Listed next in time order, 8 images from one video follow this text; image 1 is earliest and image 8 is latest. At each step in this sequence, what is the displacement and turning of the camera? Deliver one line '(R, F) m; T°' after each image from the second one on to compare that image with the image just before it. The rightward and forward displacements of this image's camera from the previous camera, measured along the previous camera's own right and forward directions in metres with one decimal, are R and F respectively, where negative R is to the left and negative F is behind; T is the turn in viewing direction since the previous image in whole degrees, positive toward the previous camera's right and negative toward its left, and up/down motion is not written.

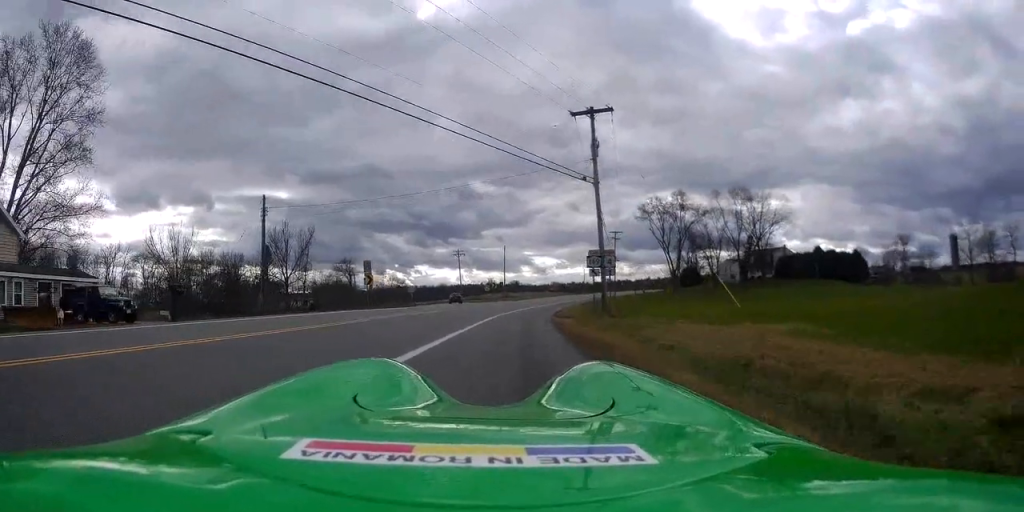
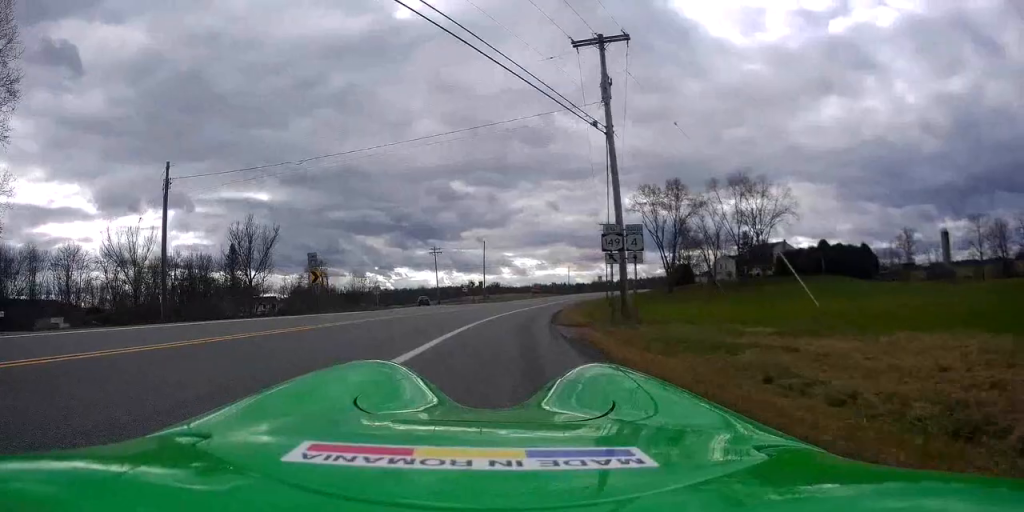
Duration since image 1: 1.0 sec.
(+0.9, +9.6) m; +4°
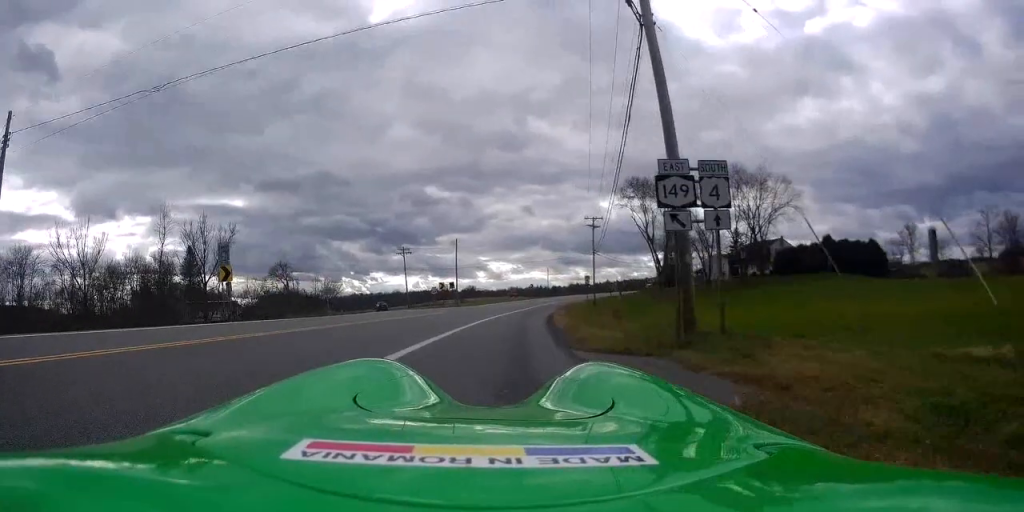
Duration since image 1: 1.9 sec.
(-0.2, +9.7) m; -1°
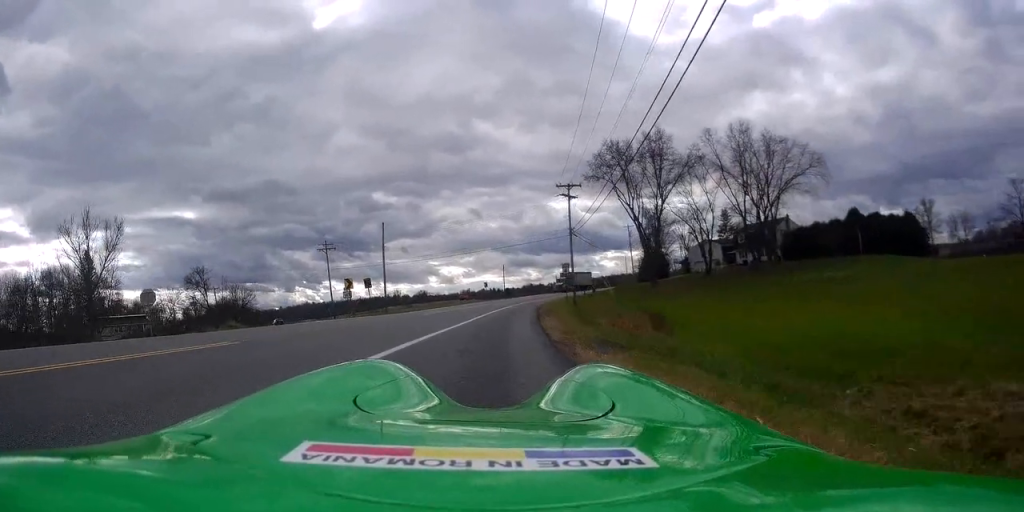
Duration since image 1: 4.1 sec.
(+1.3, +22.1) m; +6°
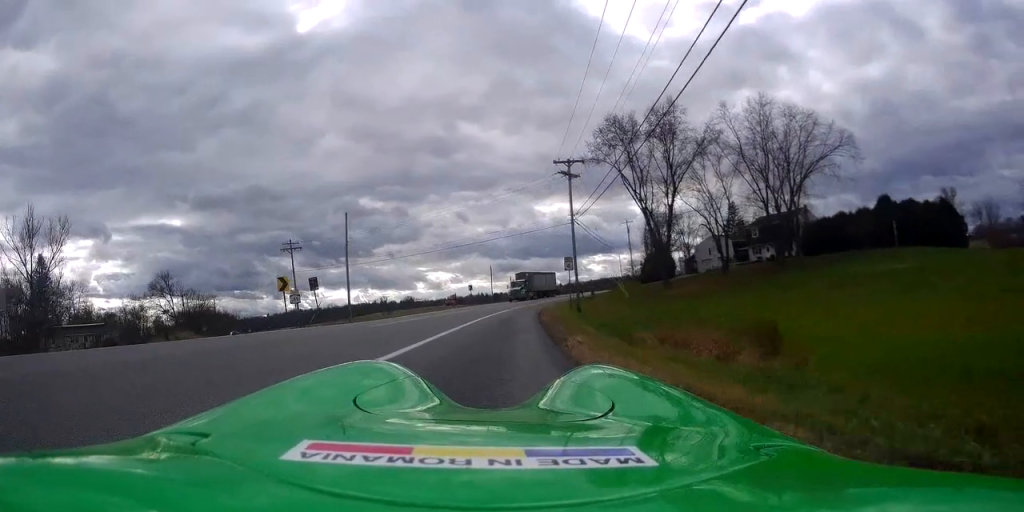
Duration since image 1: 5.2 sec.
(+0.1, +10.3) m; +2°
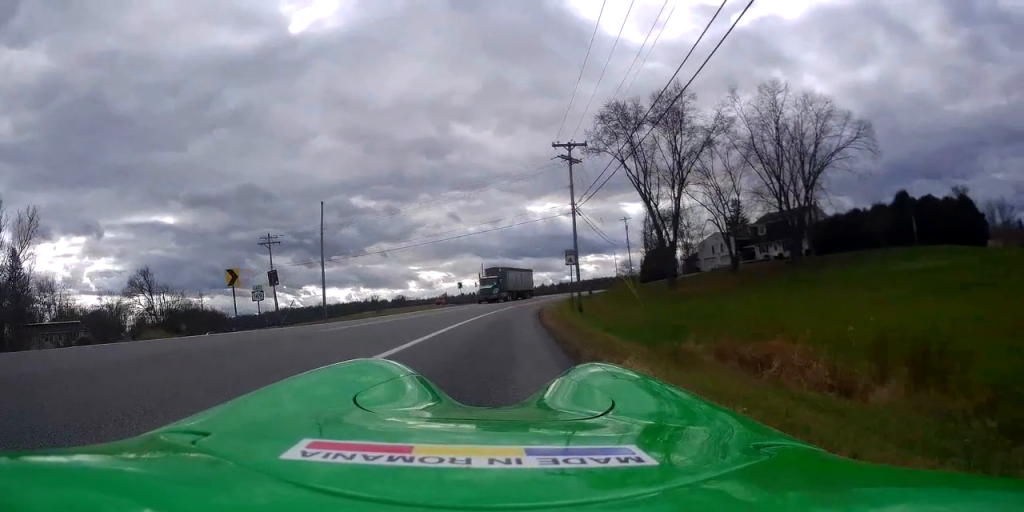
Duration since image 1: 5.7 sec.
(+0.1, +5.4) m; +1°
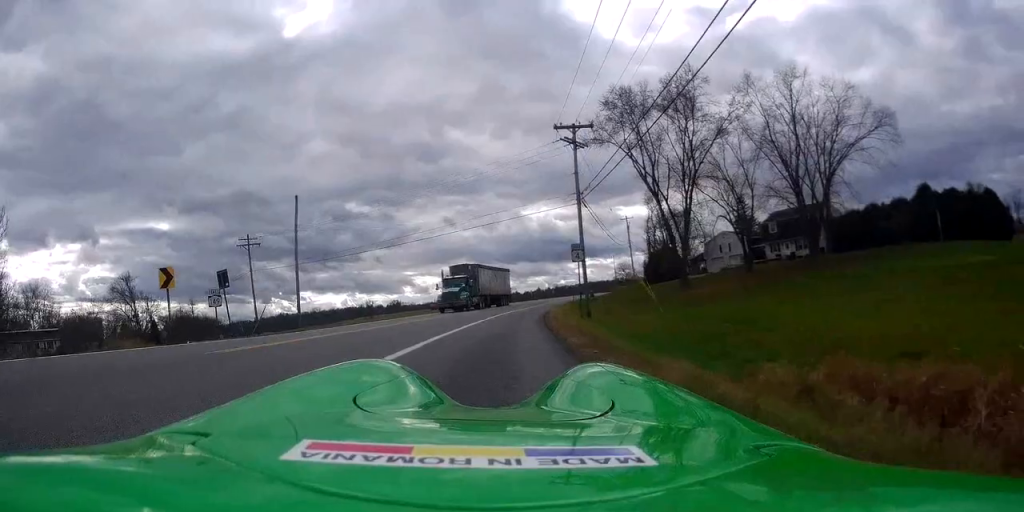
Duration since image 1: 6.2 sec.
(0.0, +5.4) m; 0°
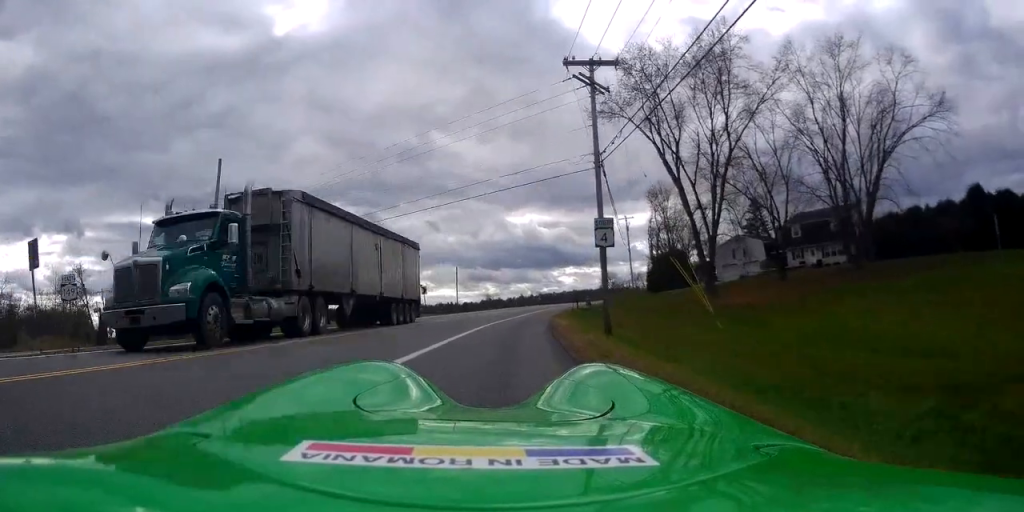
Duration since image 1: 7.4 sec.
(-0.2, +11.0) m; -1°
